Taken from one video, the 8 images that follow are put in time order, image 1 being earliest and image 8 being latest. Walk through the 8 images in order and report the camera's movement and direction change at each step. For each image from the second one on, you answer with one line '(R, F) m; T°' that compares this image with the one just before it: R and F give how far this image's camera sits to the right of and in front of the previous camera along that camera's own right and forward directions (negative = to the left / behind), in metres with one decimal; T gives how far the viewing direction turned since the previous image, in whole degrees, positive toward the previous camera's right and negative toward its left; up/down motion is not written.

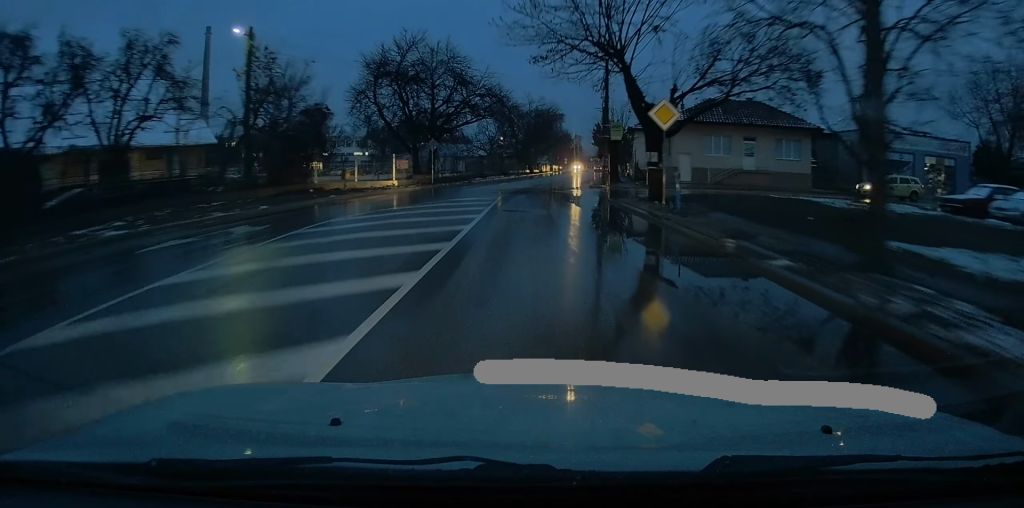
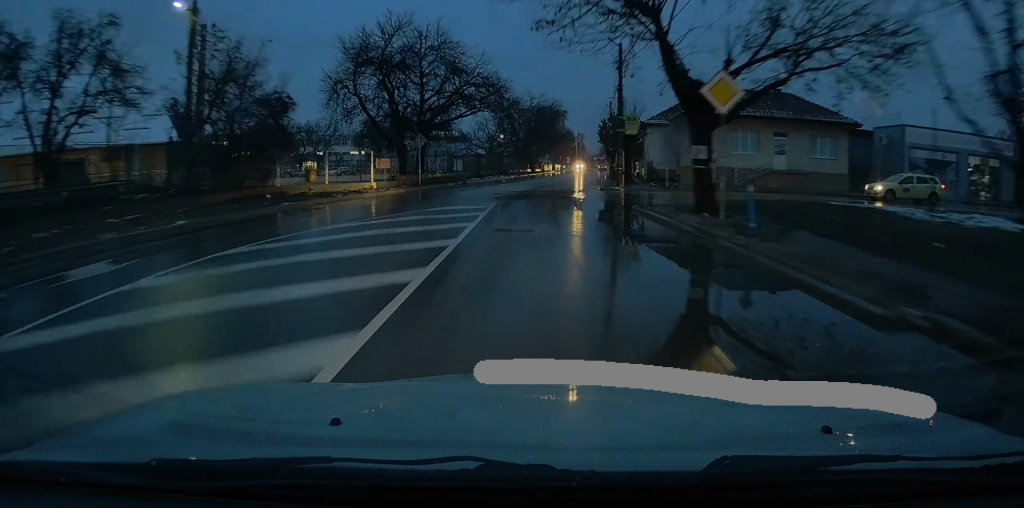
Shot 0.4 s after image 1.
(-0.1, +5.7) m; 0°
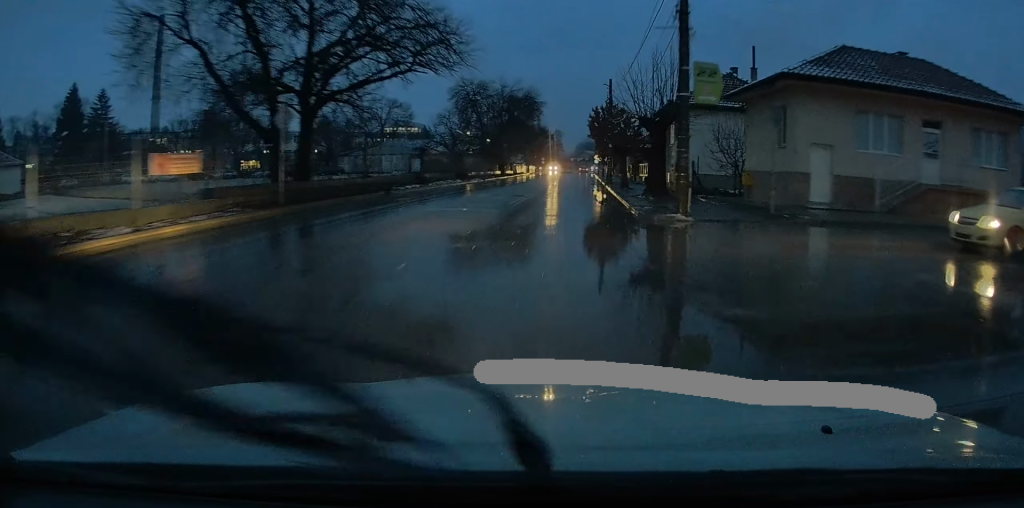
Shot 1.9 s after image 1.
(+0.4, +18.8) m; +2°
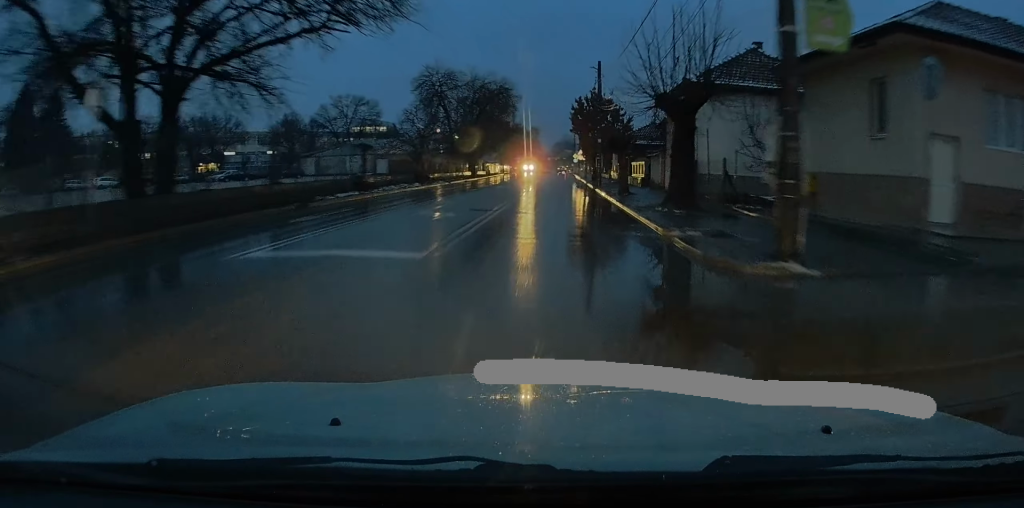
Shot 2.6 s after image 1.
(+0.1, +8.4) m; +1°
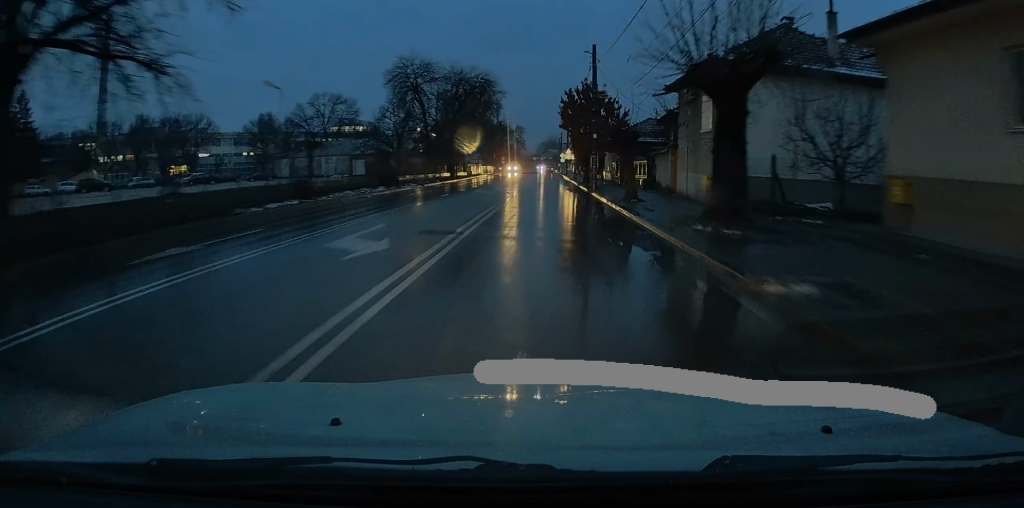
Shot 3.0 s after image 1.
(+0.1, +5.8) m; +1°
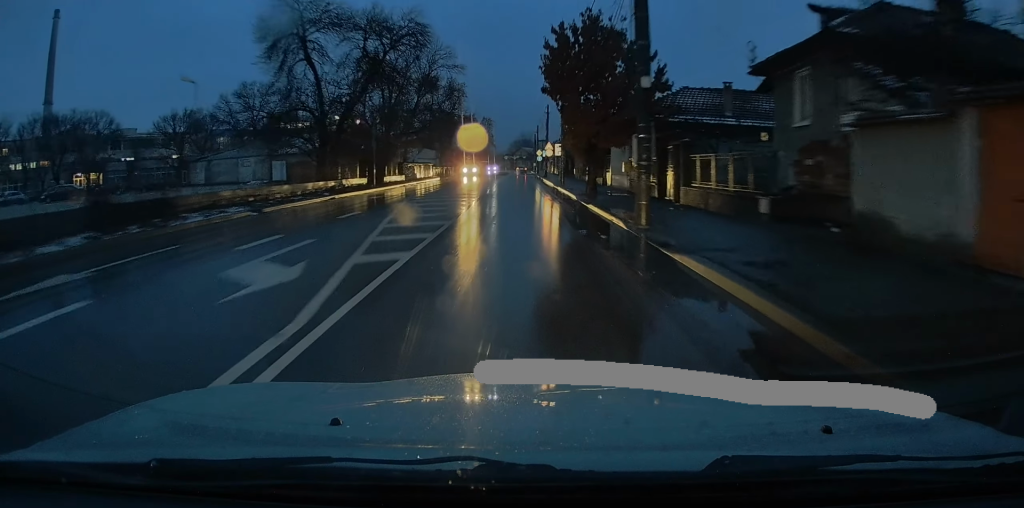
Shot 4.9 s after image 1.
(+0.8, +22.5) m; +3°
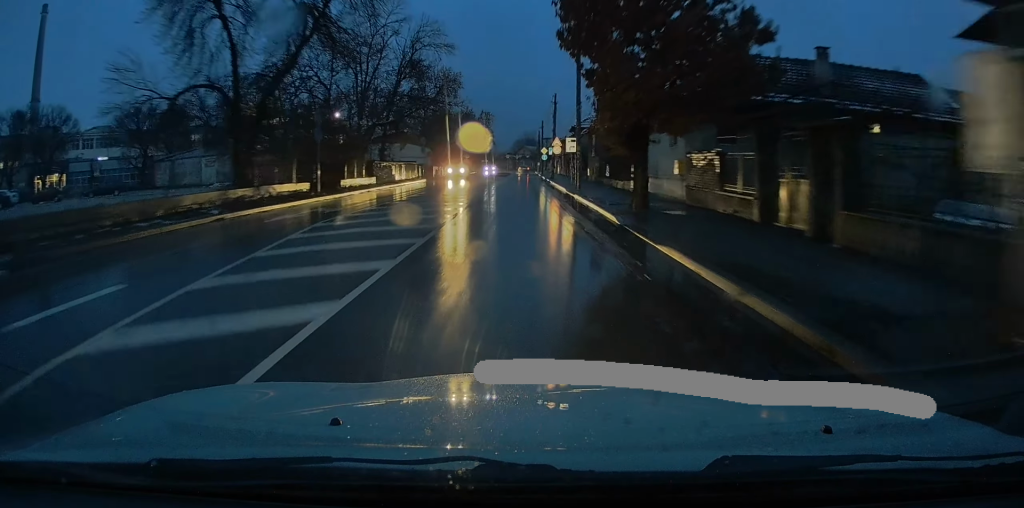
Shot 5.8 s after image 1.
(0.0, +10.8) m; 0°
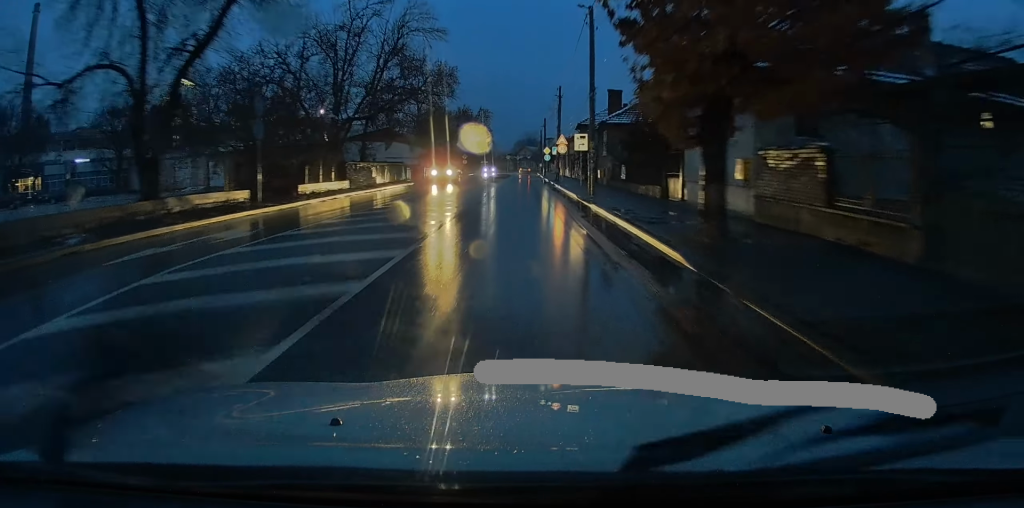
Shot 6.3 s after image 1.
(-0.1, +6.3) m; 0°
